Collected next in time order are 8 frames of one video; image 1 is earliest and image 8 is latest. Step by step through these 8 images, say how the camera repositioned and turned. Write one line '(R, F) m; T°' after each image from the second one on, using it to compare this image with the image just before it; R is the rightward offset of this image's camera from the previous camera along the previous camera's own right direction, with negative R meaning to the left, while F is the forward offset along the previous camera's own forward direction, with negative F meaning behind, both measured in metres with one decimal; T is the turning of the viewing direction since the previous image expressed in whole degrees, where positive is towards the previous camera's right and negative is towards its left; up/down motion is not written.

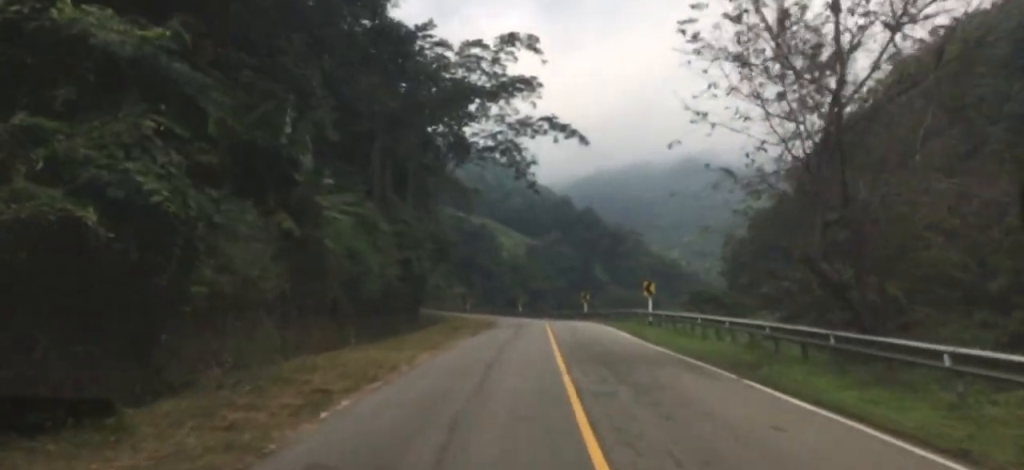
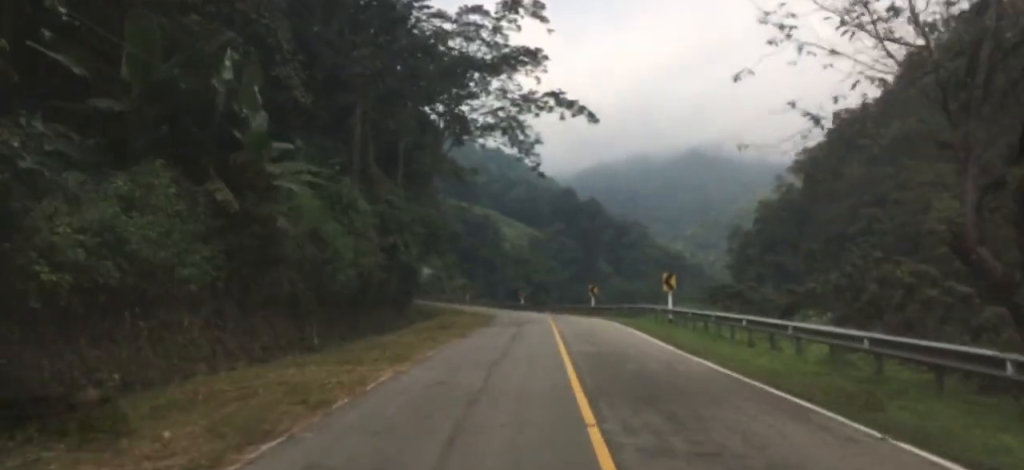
(-0.1, +5.1) m; -1°
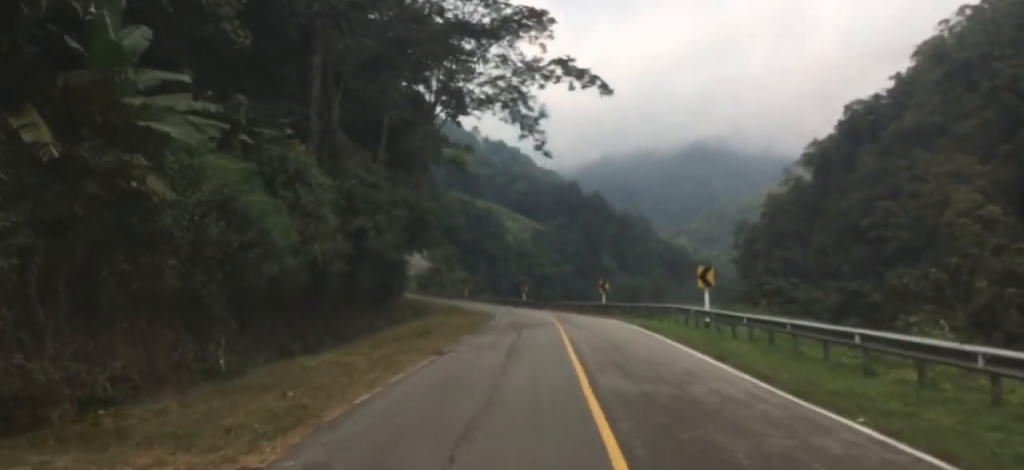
(-0.1, +7.0) m; -2°
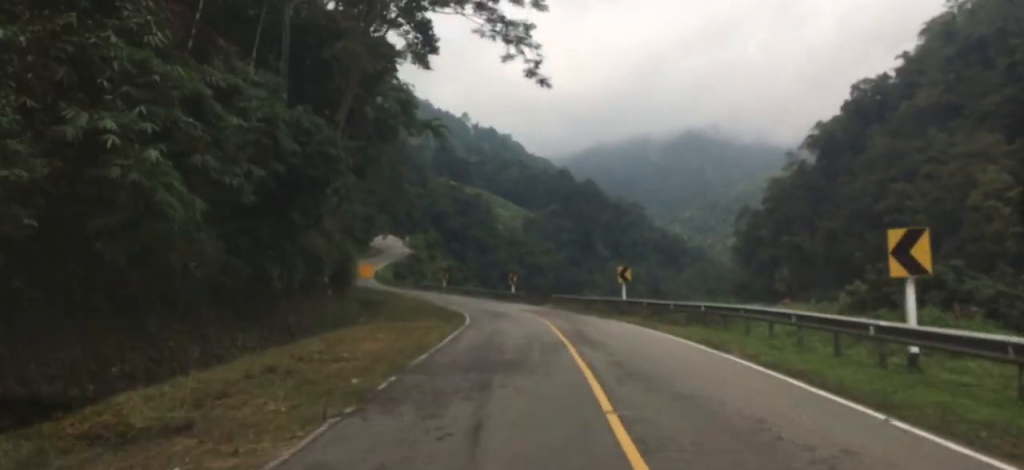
(-0.3, +16.3) m; +2°
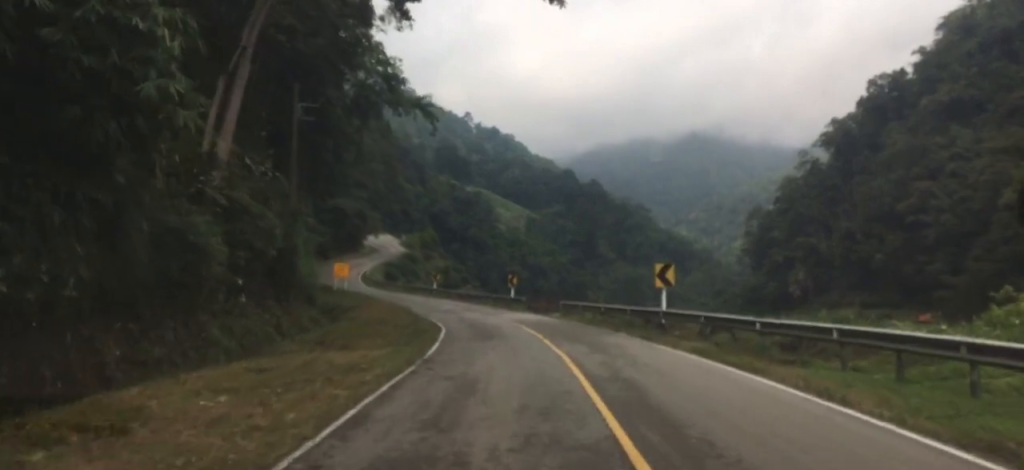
(+0.4, +10.9) m; +4°
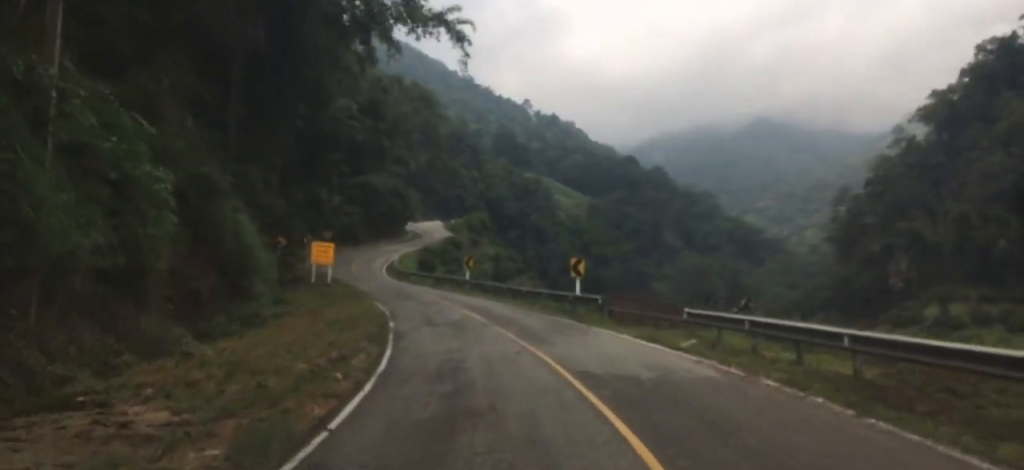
(+0.3, +23.2) m; +2°
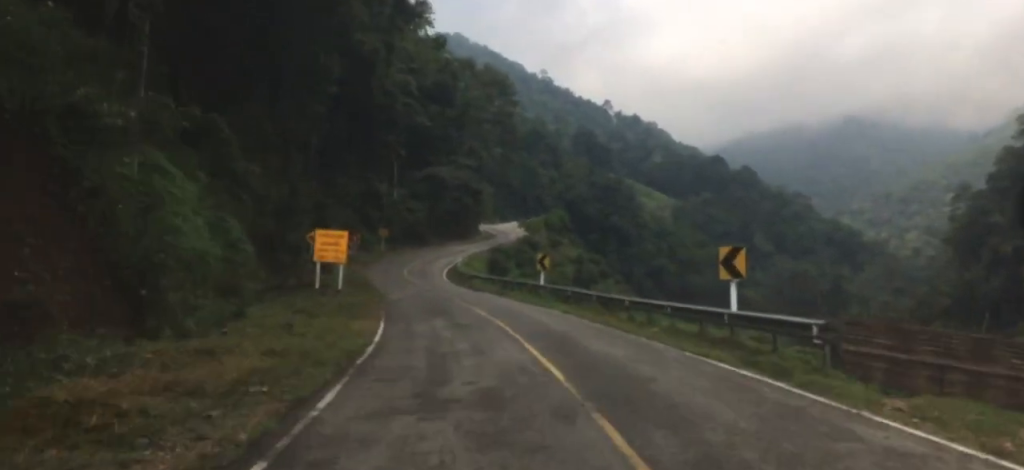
(+0.6, +15.7) m; -7°
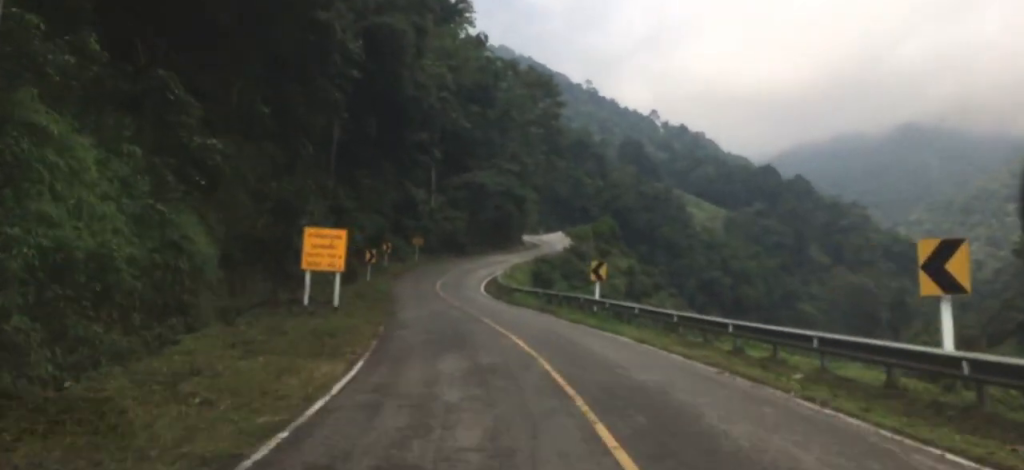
(-0.2, +7.7) m; -9°
